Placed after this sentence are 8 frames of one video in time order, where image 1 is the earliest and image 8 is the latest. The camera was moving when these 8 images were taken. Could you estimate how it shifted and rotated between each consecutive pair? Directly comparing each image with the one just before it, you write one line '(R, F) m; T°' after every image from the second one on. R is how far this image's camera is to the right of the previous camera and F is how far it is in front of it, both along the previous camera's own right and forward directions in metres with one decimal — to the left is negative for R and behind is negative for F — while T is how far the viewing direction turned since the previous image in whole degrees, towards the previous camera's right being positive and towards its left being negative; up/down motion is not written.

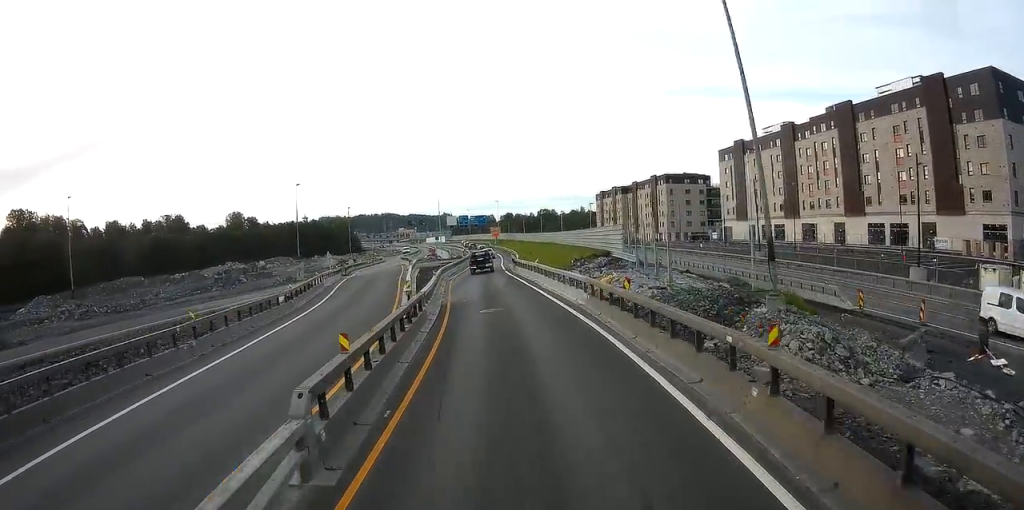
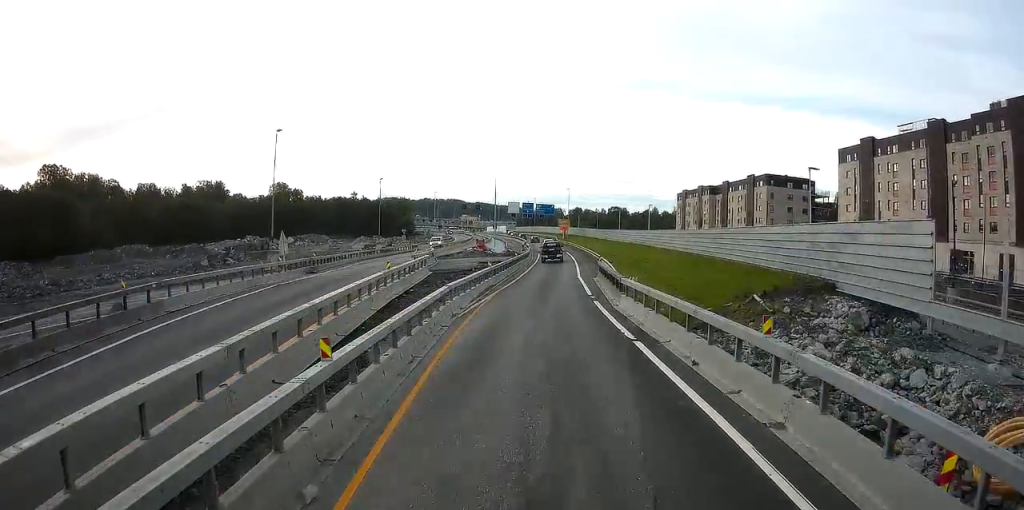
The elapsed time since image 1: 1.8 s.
(-2.1, +23.7) m; -7°
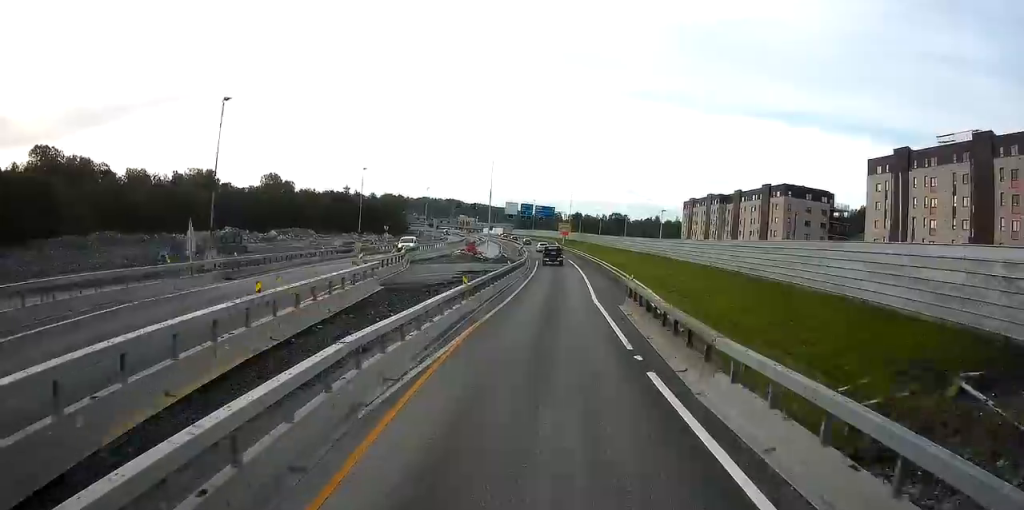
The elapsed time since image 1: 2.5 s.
(-0.1, +9.6) m; -1°
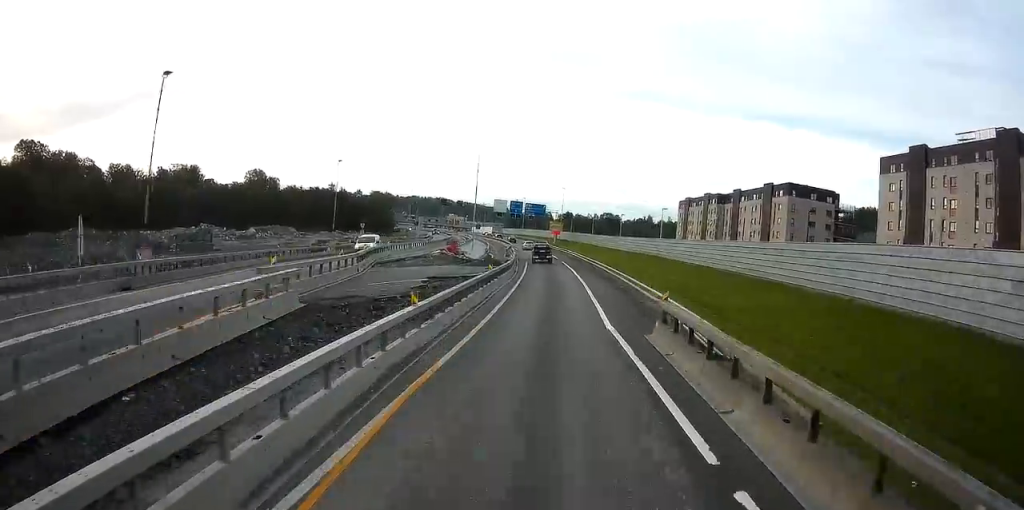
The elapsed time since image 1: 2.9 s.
(0.0, +6.7) m; +1°
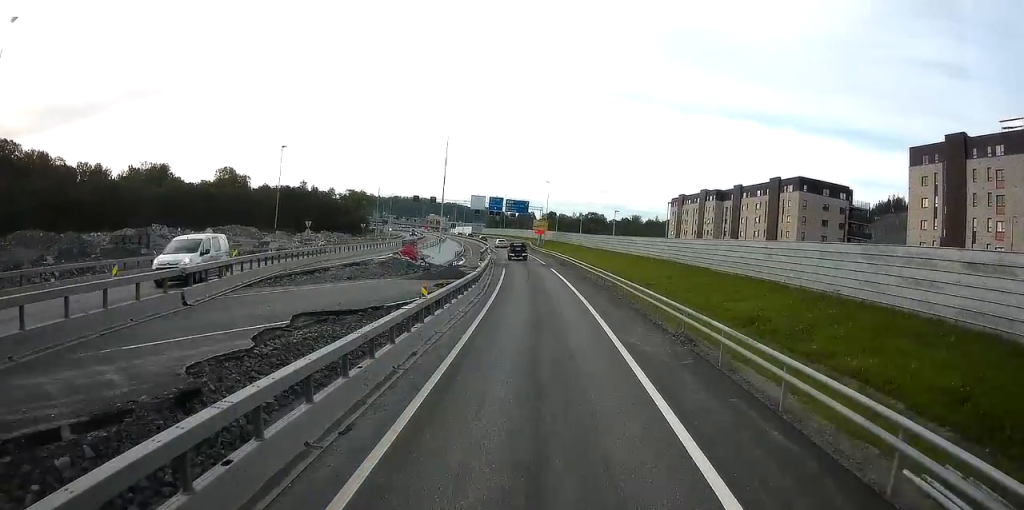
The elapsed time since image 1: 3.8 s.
(+0.1, +12.4) m; +2°
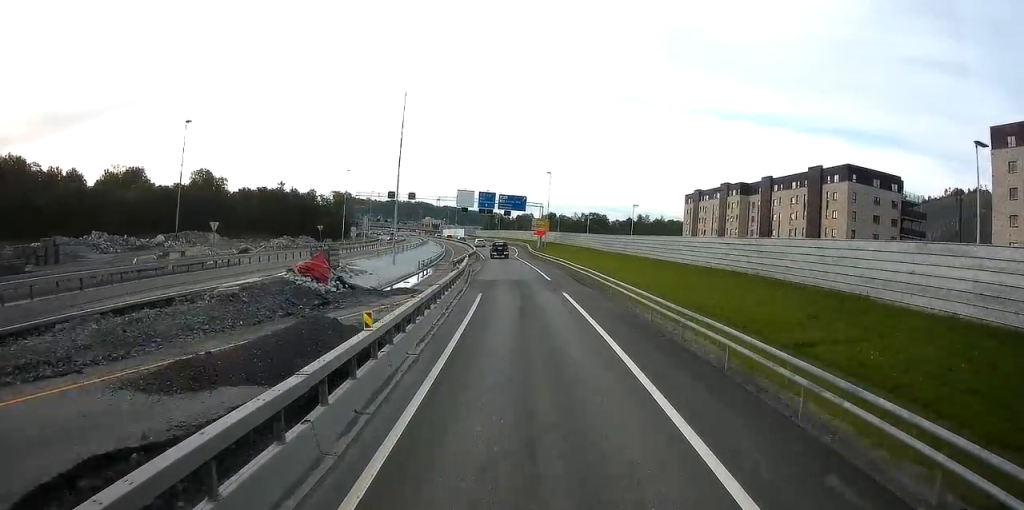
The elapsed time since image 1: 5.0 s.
(+0.4, +18.1) m; 0°
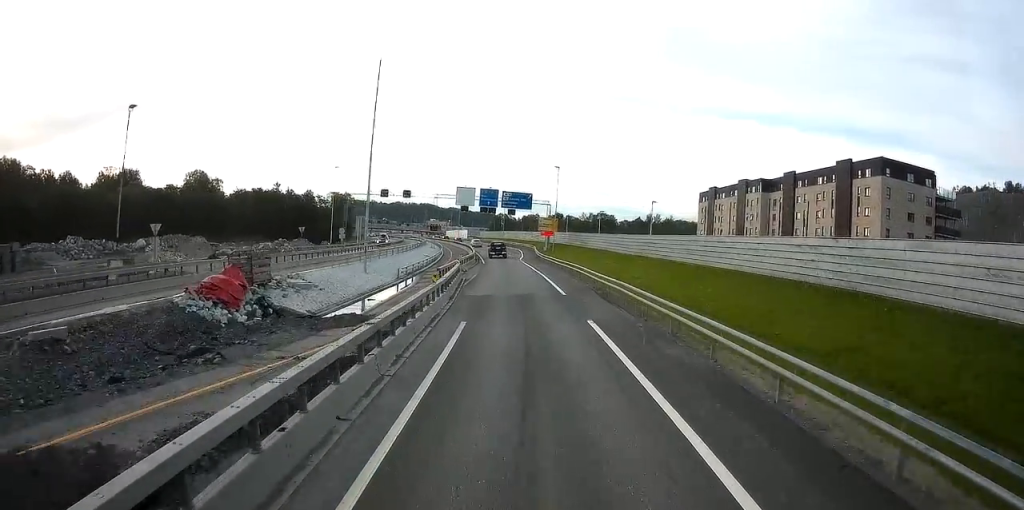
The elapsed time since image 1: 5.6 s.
(0.0, +8.1) m; -1°
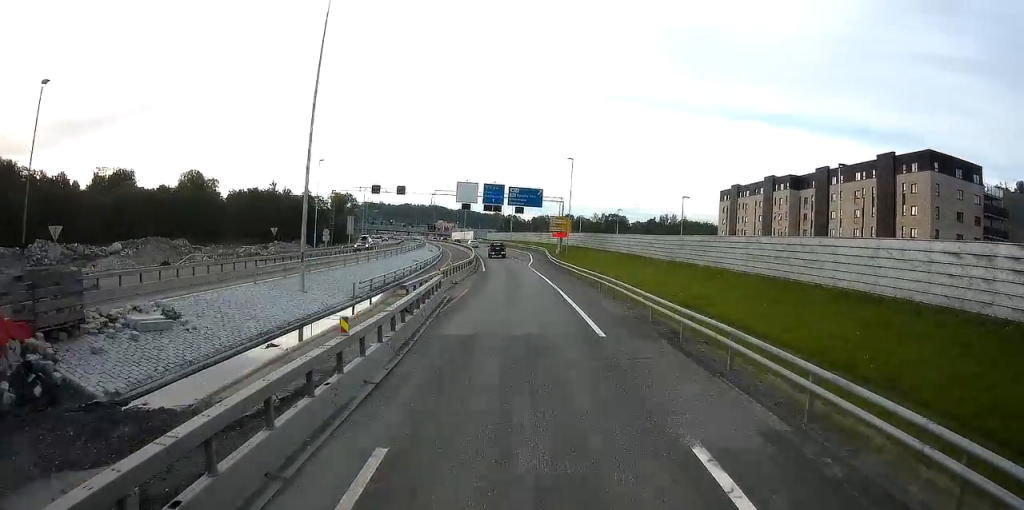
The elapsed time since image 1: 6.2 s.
(-0.3, +10.0) m; -1°
